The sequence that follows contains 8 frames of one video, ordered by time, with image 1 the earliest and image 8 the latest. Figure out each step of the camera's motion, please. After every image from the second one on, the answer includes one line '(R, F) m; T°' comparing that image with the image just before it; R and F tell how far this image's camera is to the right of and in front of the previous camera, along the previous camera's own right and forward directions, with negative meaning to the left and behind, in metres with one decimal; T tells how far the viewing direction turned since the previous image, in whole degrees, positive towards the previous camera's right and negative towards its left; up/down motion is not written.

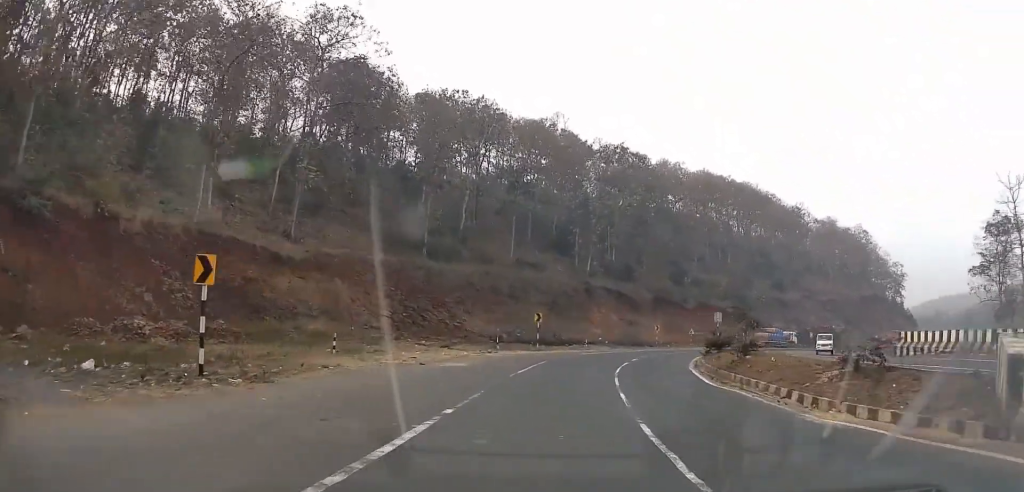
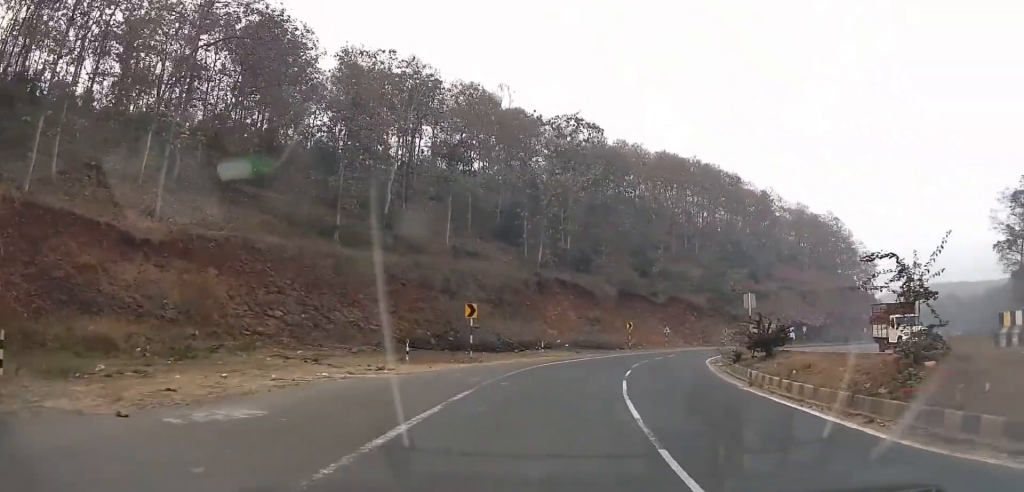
(+0.3, +13.5) m; +3°
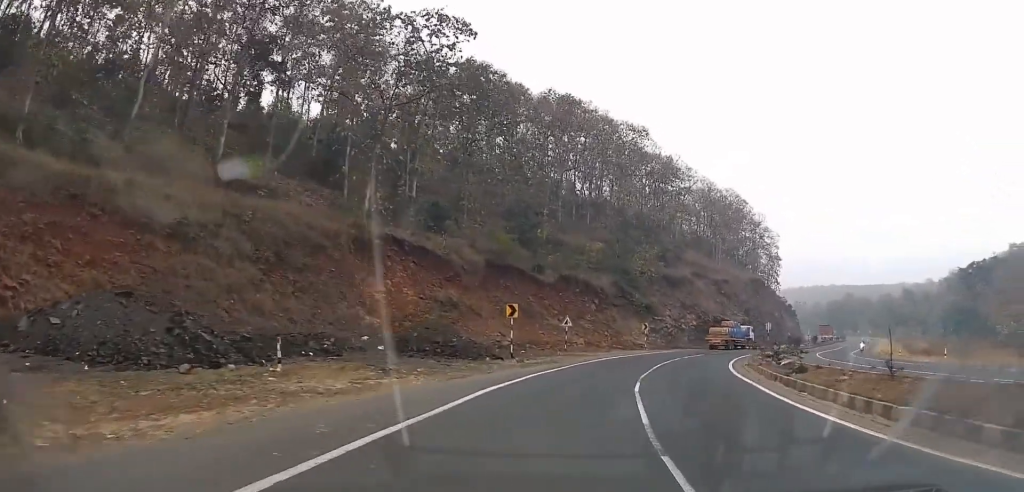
(+1.3, +22.5) m; +8°
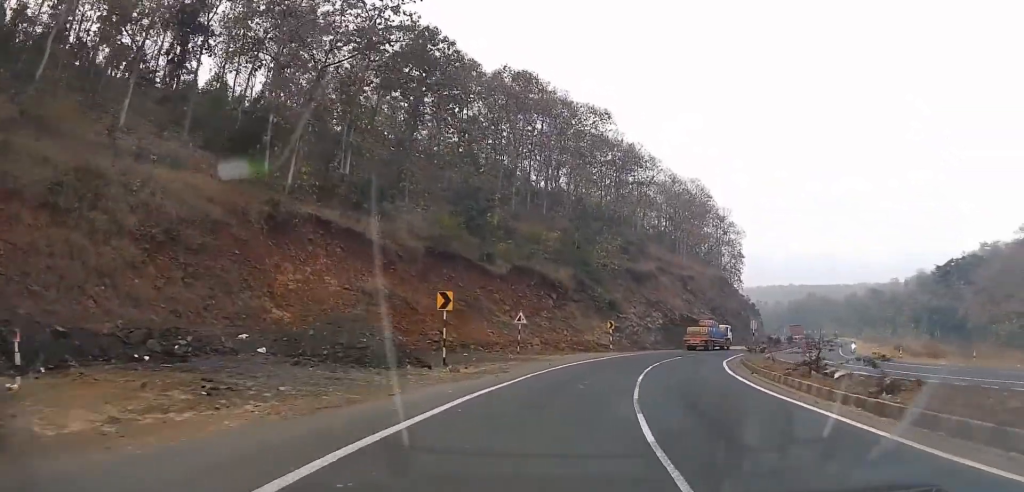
(0.0, +4.7) m; +3°
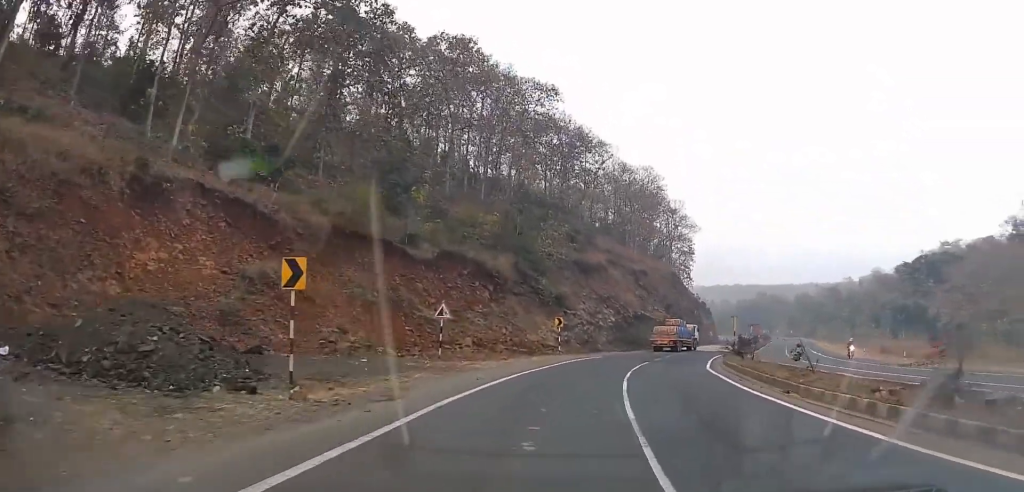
(+0.2, +7.3) m; +4°
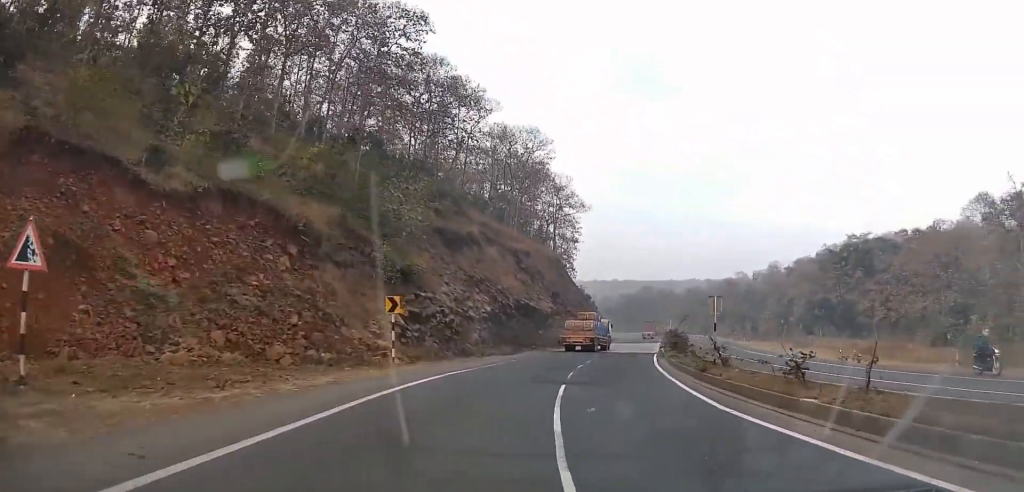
(+1.4, +19.2) m; +9°
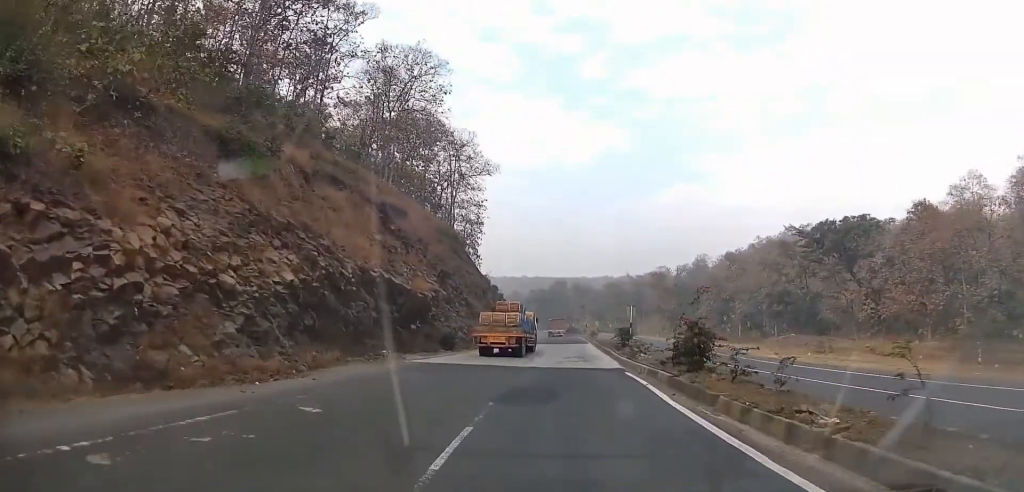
(+2.9, +27.0) m; +12°
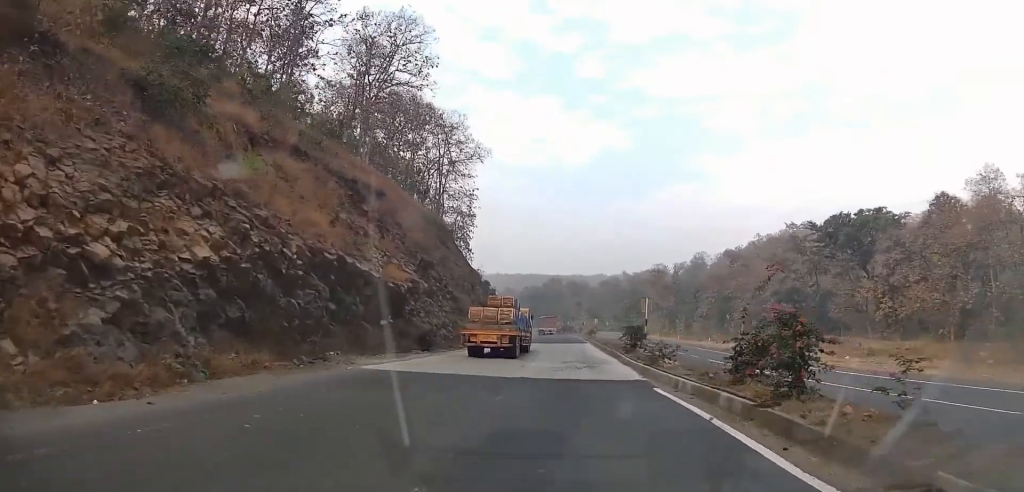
(+0.3, +7.6) m; +2°
